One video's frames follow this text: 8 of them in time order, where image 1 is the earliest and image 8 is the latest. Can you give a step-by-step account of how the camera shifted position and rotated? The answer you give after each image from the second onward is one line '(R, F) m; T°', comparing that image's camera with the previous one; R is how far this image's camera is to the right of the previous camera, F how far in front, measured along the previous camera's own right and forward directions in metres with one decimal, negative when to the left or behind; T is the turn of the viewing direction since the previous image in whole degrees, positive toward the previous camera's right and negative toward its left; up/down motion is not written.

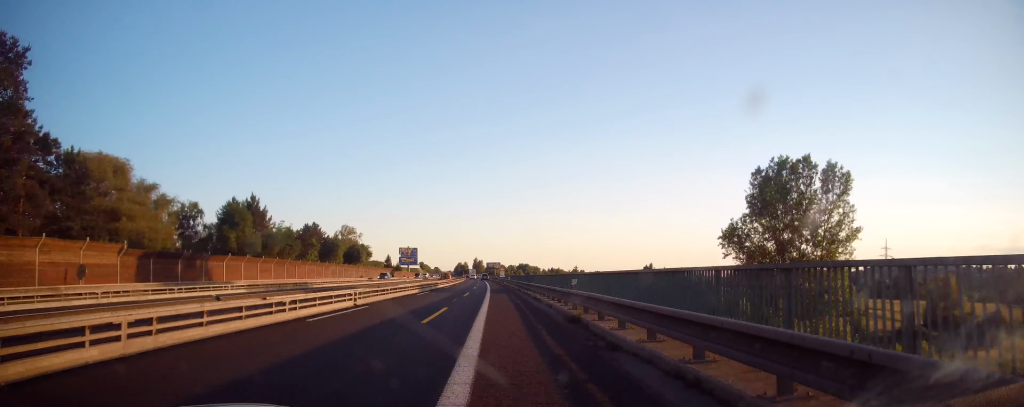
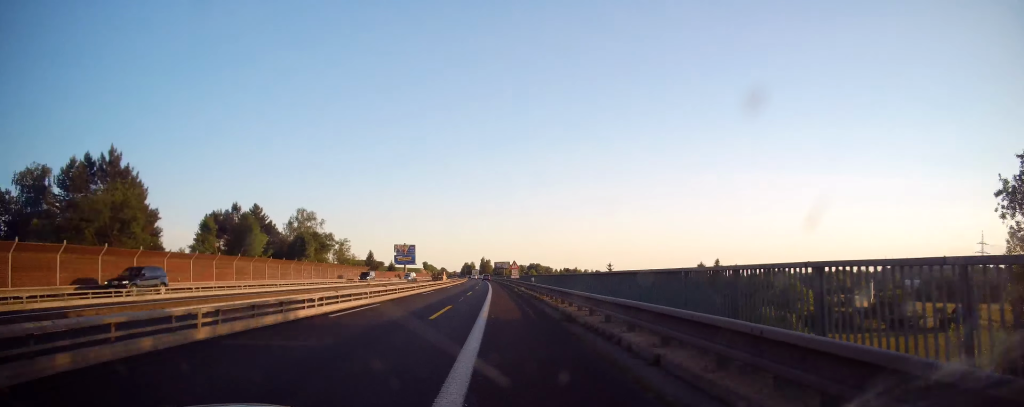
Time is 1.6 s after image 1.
(0.0, +34.5) m; 0°
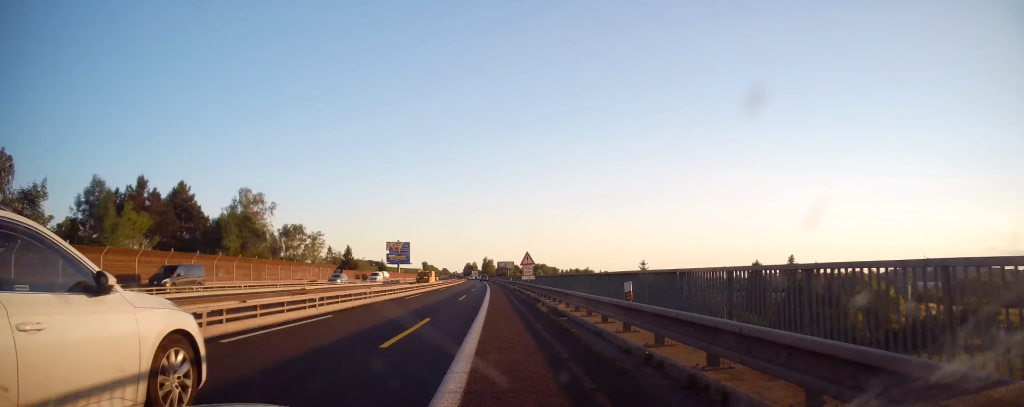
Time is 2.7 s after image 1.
(-0.1, +23.7) m; -1°
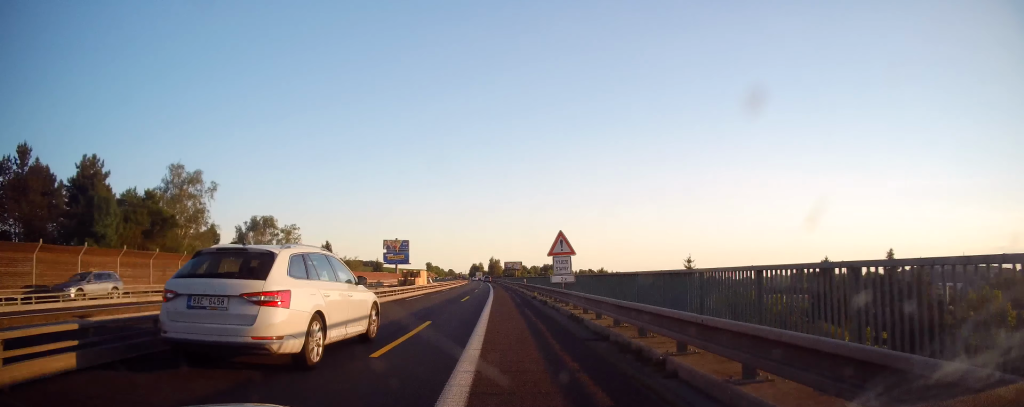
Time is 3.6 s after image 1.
(-0.2, +18.7) m; 0°
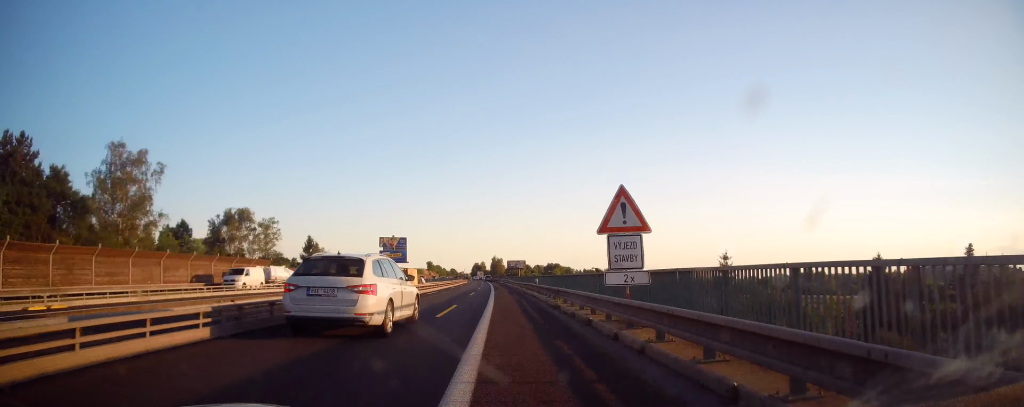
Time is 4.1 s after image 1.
(+0.2, +10.8) m; 0°
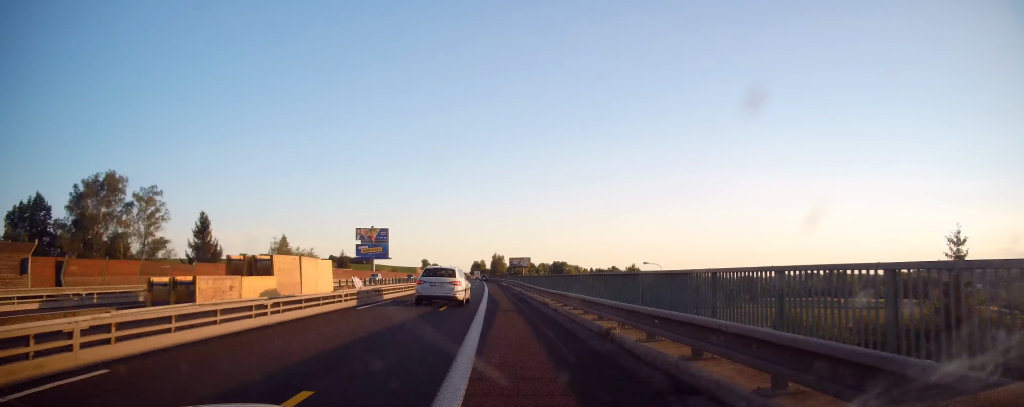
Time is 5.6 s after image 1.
(-0.3, +33.7) m; -1°
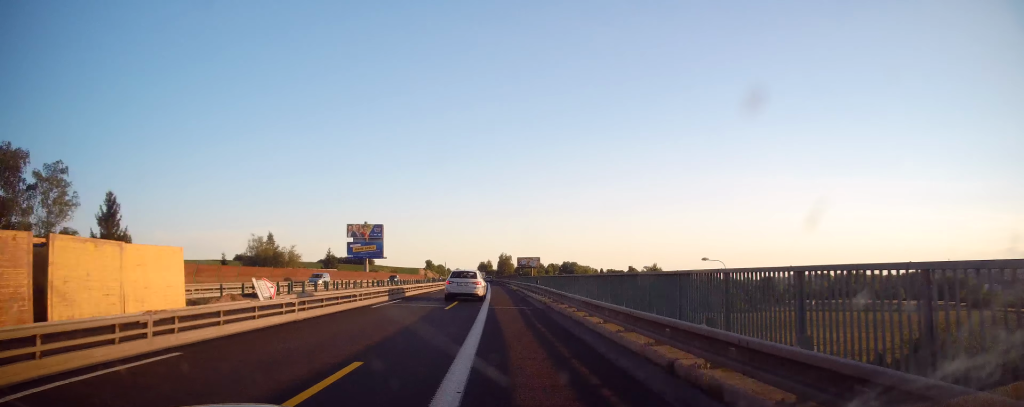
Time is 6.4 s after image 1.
(0.0, +16.4) m; -1°
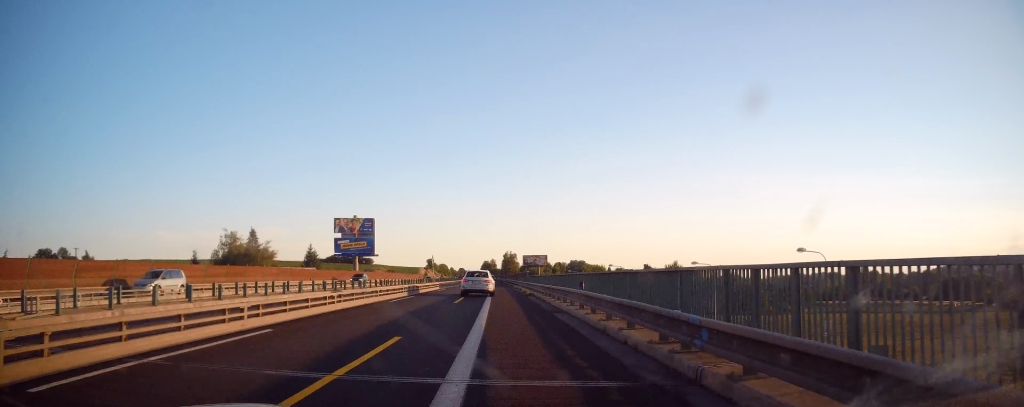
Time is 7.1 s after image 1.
(-0.2, +14.8) m; -1°
